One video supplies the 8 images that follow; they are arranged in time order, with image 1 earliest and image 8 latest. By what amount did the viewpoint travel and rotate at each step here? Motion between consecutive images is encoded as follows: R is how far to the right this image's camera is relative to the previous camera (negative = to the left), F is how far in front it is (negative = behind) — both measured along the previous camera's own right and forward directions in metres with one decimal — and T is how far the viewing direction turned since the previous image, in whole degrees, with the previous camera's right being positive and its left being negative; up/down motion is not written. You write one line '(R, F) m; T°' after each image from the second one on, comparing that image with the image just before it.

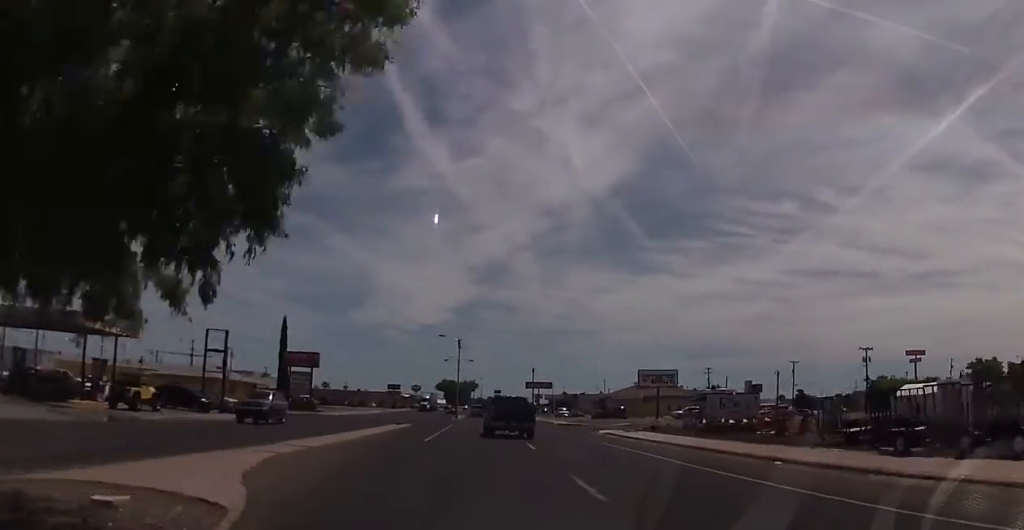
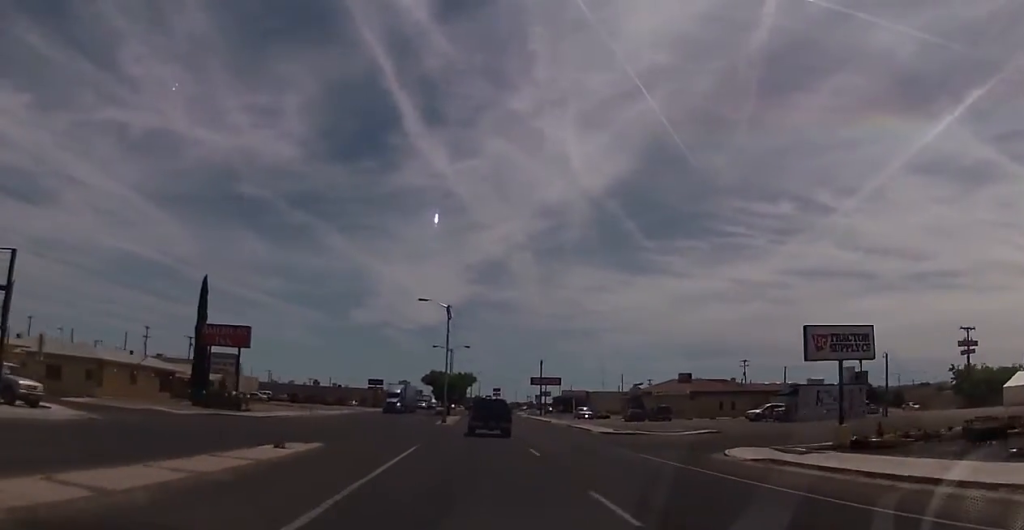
(+0.1, +26.0) m; 0°
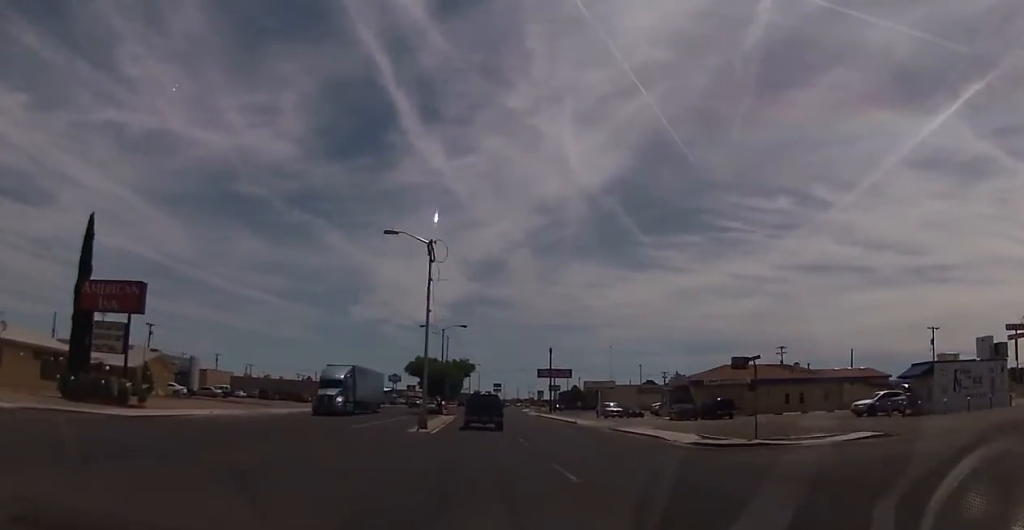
(-0.1, +19.9) m; 0°
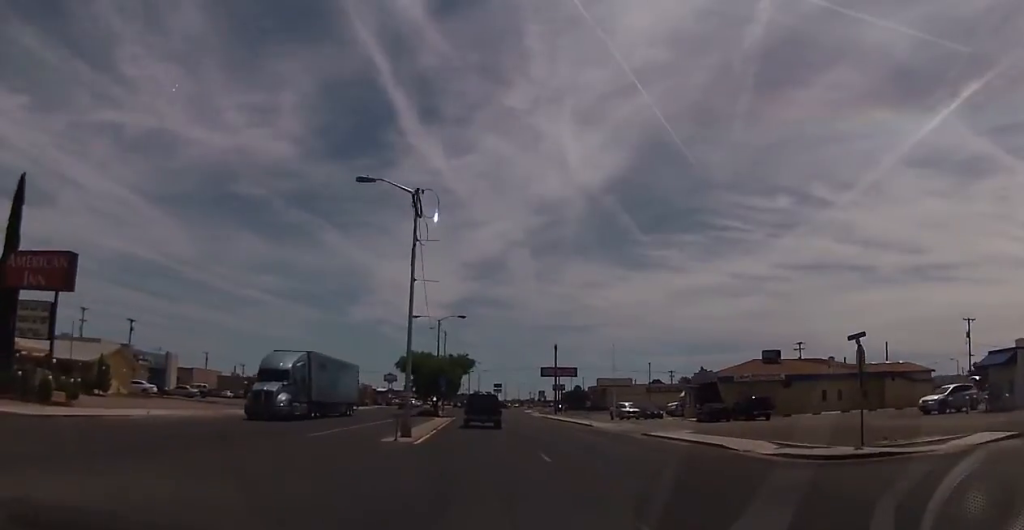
(0.0, +8.1) m; 0°
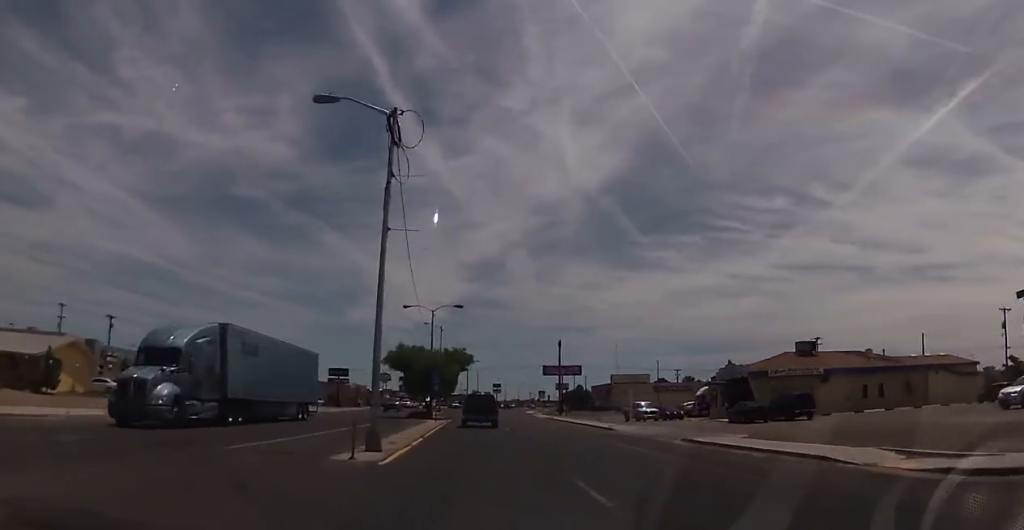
(0.0, +7.5) m; 0°
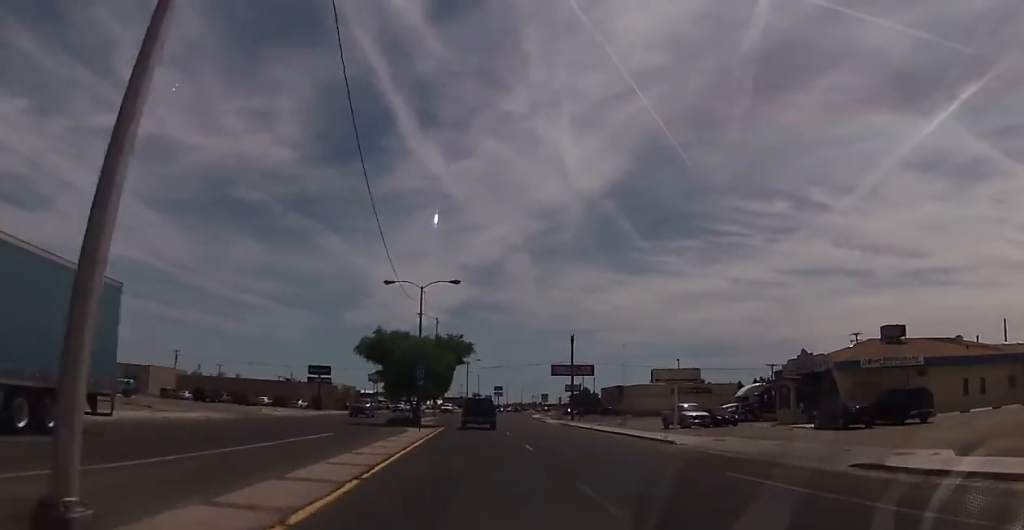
(0.0, +13.3) m; 0°
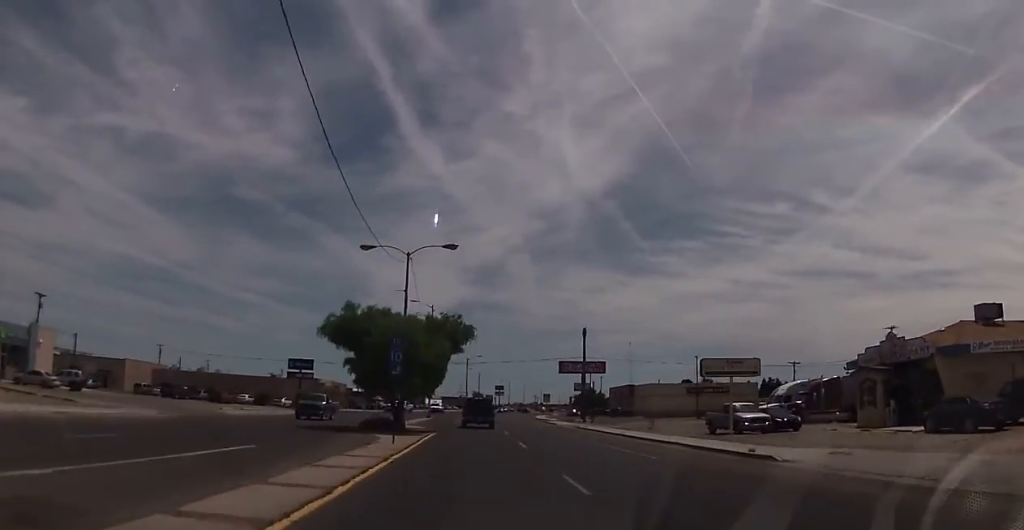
(0.0, +10.1) m; 0°
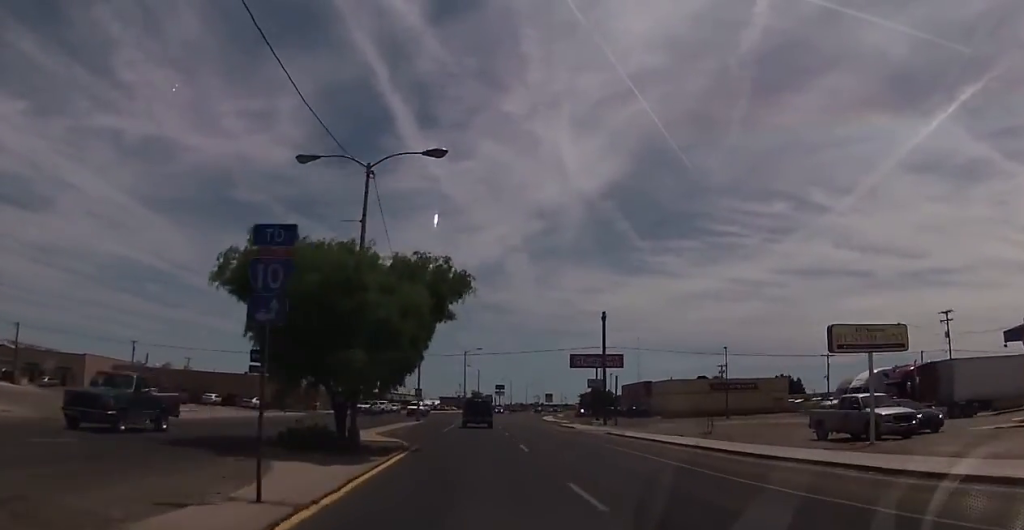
(-0.1, +13.5) m; +2°
